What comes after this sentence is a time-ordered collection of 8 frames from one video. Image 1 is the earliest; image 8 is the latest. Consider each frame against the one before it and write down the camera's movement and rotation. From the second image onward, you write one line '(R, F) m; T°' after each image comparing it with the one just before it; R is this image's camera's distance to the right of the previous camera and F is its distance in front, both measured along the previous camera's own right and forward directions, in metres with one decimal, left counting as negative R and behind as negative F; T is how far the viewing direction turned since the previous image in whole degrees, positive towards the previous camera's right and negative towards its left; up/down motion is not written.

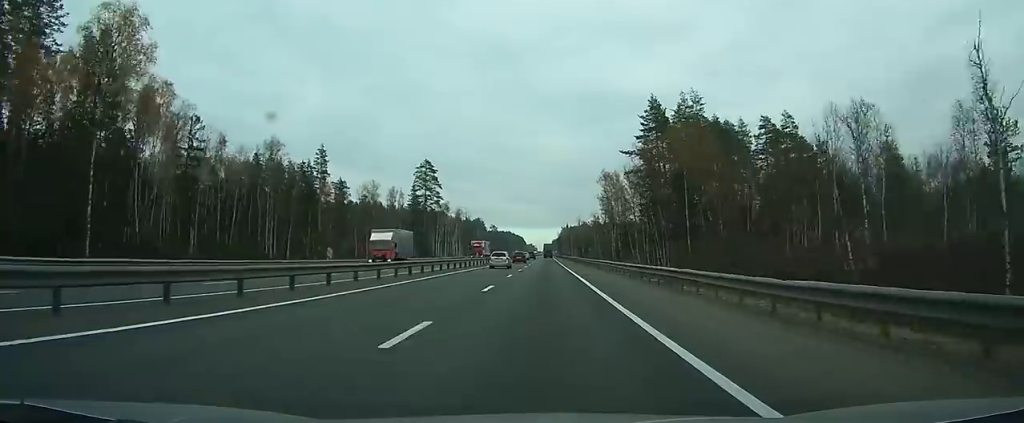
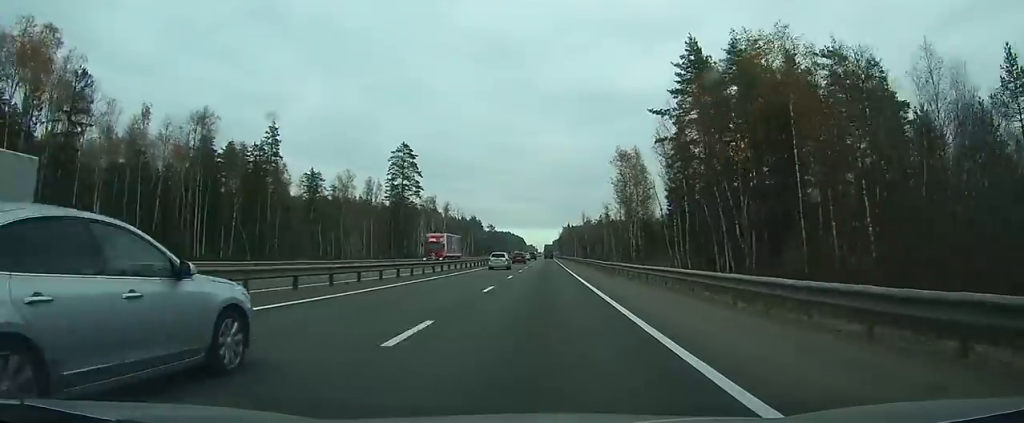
(0.0, +24.7) m; 0°
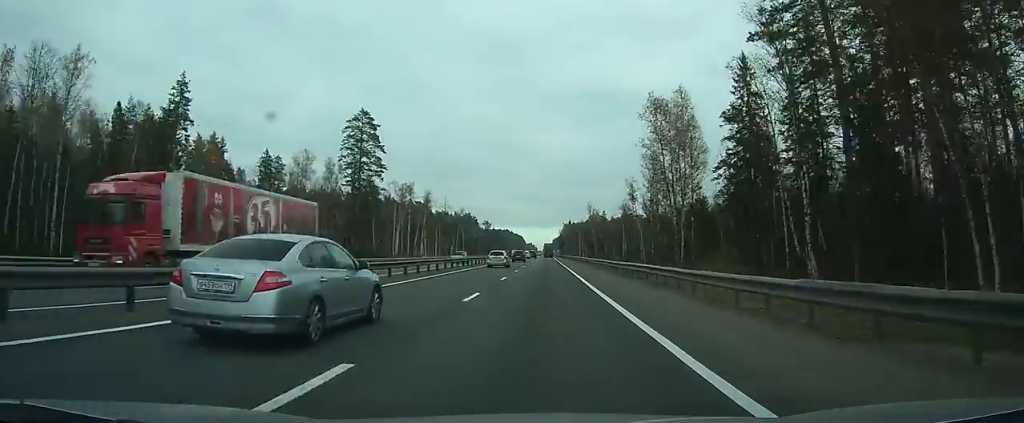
(-0.1, +29.7) m; 0°
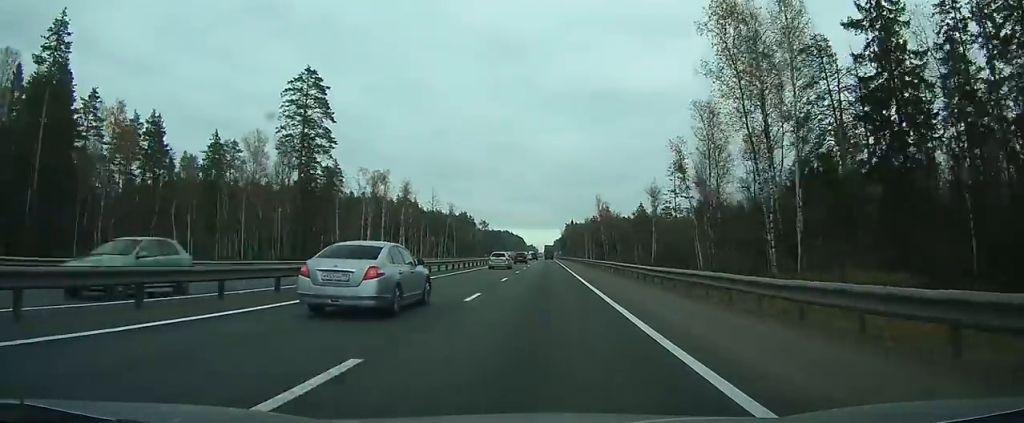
(-0.1, +24.7) m; 0°
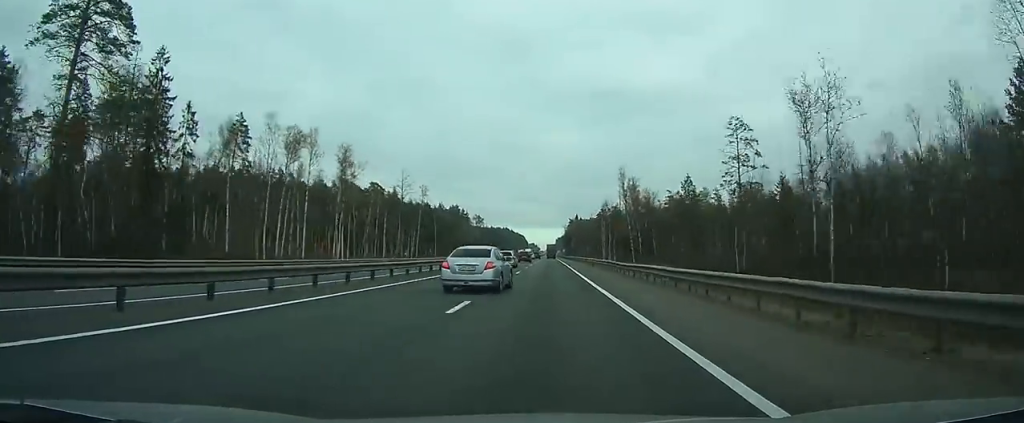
(+0.2, +39.7) m; 0°
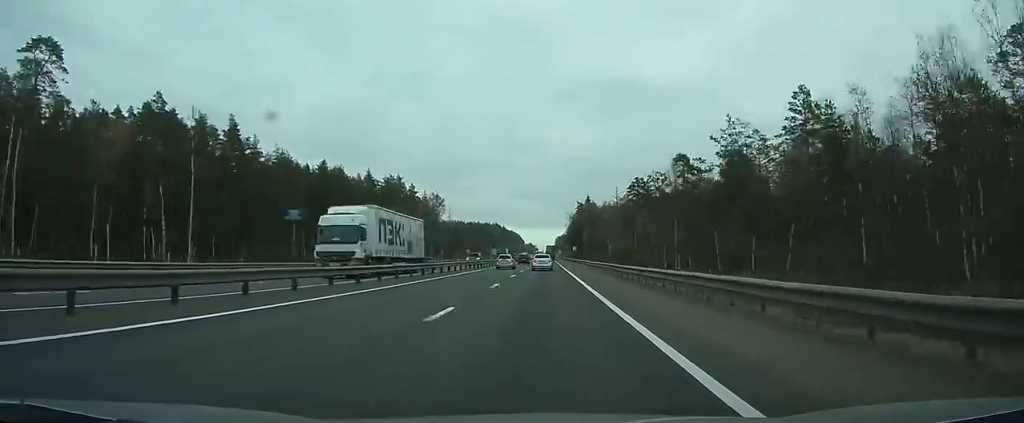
(+0.6, +118.9) m; 0°
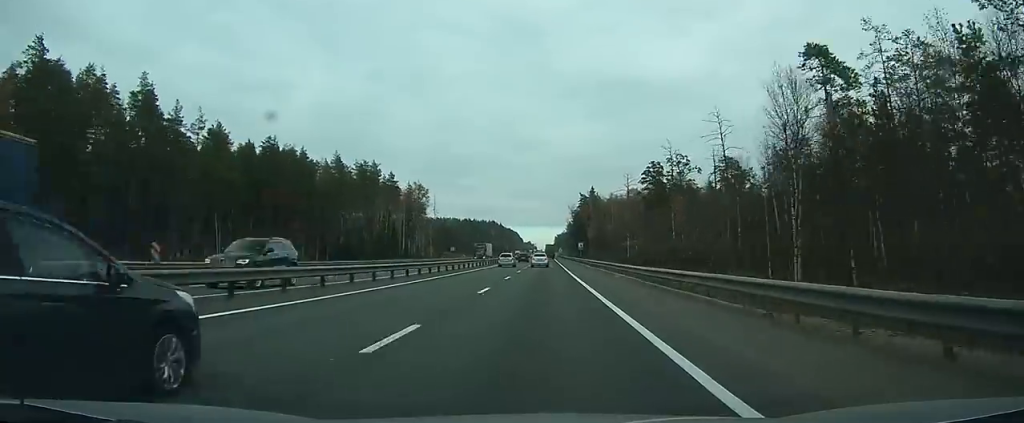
(0.0, +29.0) m; 0°
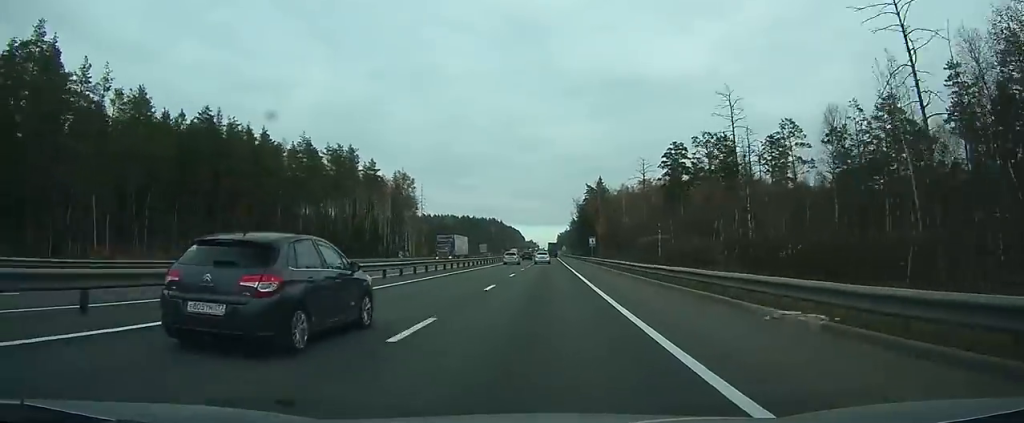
(-0.1, +24.1) m; 0°
